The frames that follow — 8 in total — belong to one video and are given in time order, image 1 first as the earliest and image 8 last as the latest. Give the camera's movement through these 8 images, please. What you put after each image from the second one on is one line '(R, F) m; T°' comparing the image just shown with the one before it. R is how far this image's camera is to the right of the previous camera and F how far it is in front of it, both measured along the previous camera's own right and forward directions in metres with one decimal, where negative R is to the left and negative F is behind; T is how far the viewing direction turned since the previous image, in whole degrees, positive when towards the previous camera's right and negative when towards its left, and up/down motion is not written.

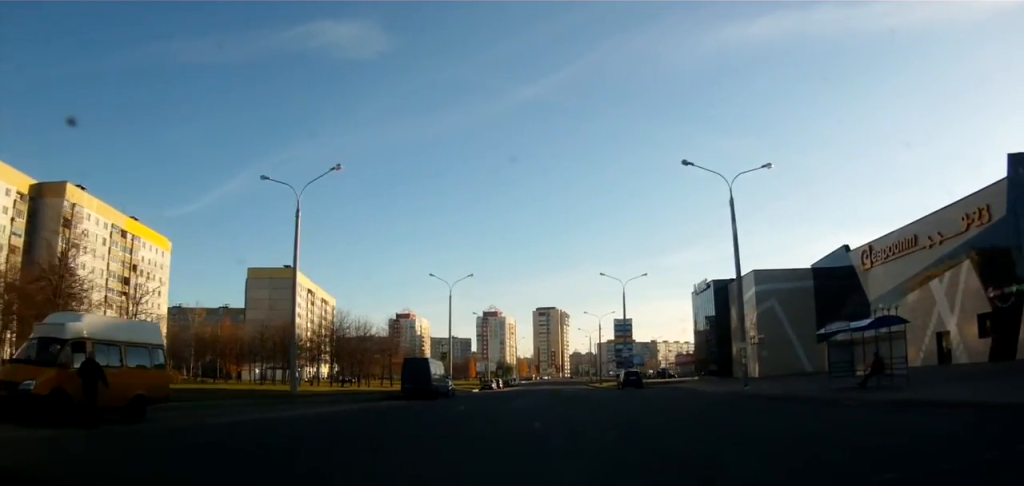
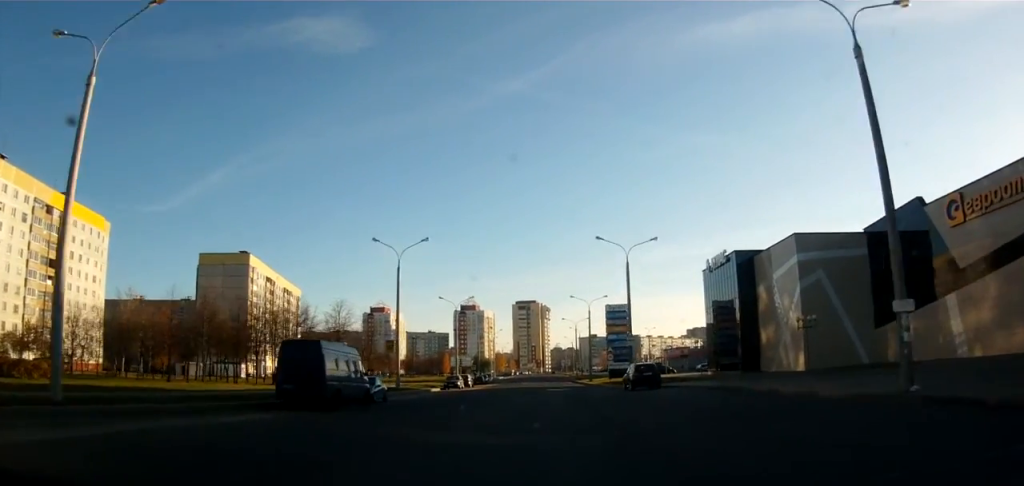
(+0.6, +16.5) m; +3°
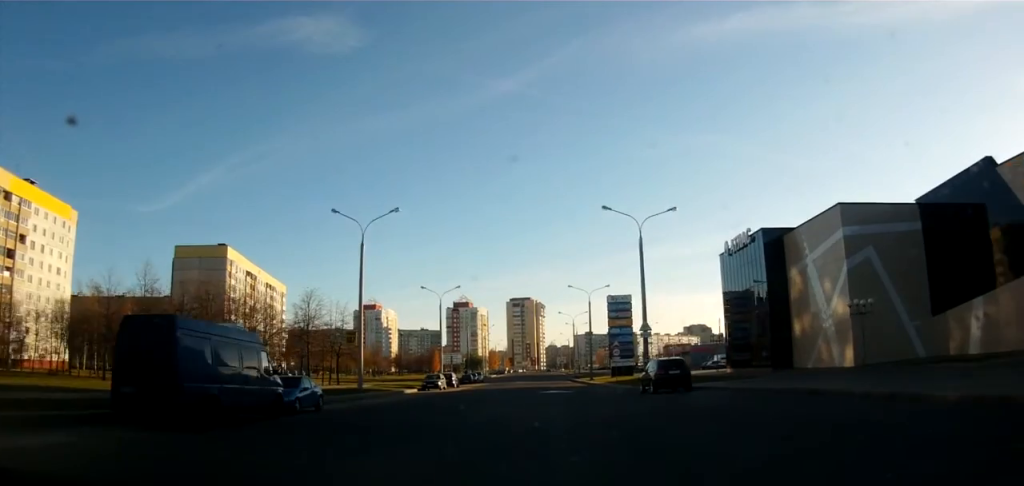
(0.0, +9.8) m; 0°
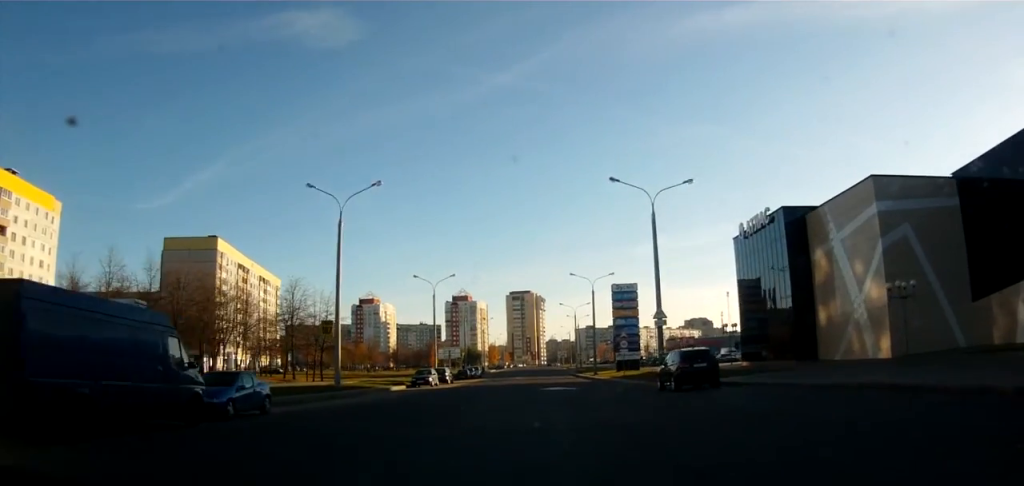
(0.0, +5.2) m; 0°
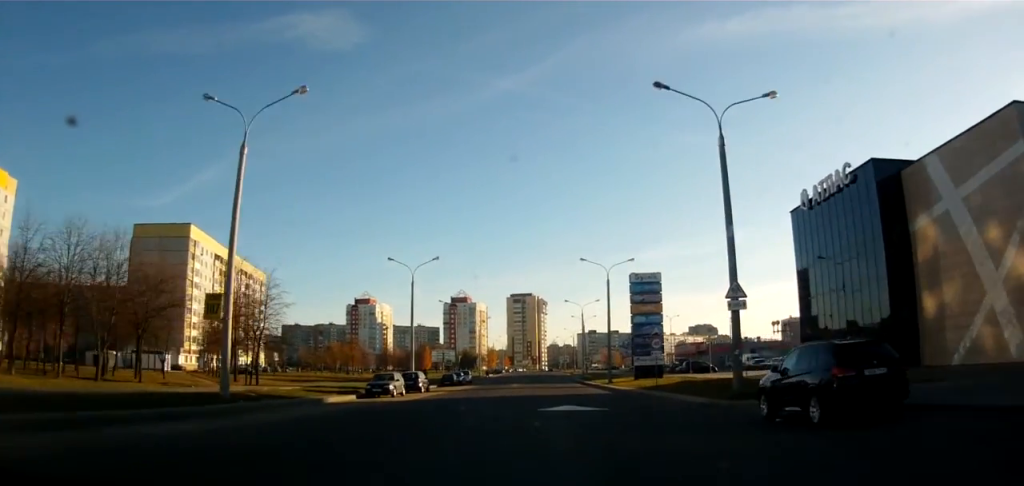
(0.0, +14.2) m; -1°
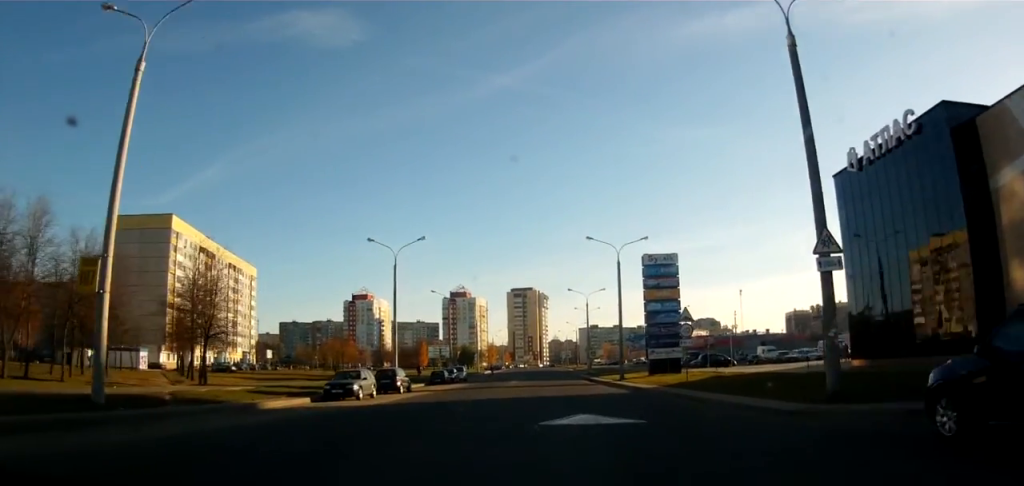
(-0.1, +7.7) m; 0°
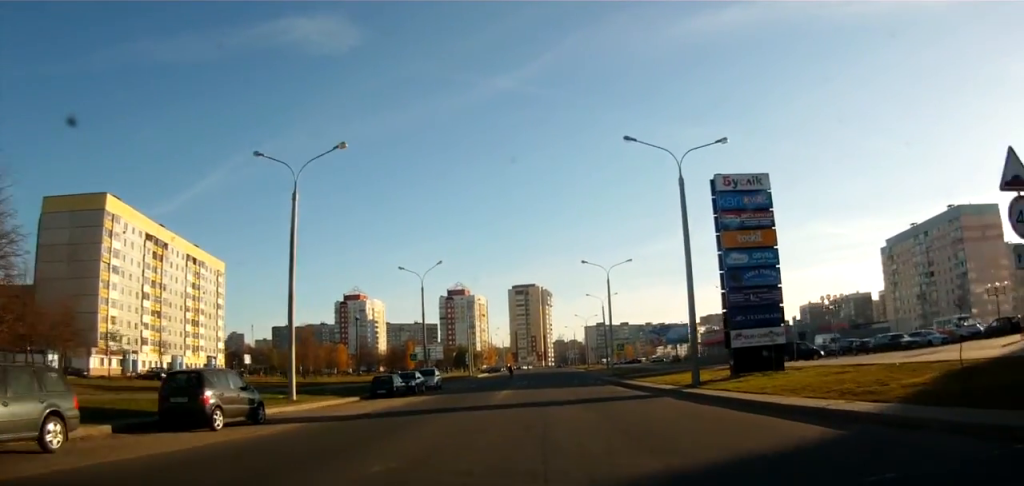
(+0.3, +22.6) m; +3°
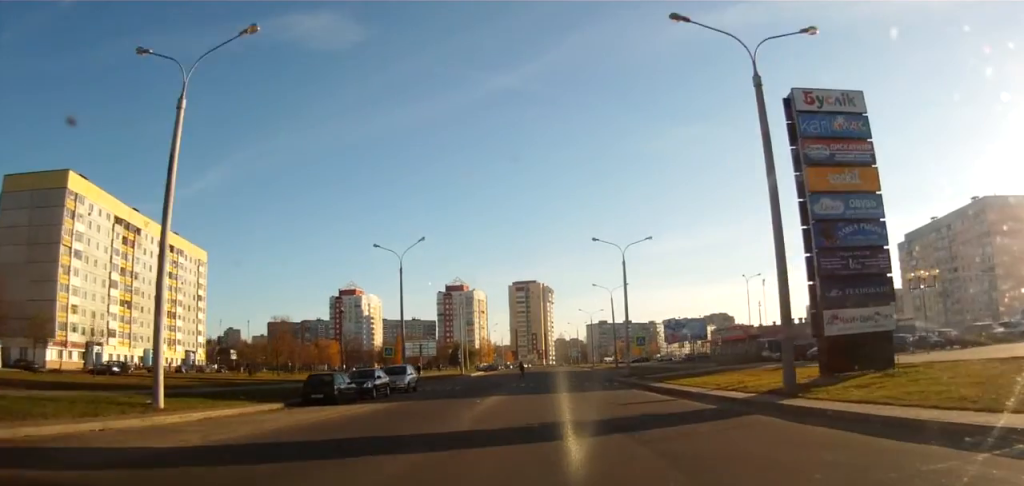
(+0.2, +11.4) m; 0°
